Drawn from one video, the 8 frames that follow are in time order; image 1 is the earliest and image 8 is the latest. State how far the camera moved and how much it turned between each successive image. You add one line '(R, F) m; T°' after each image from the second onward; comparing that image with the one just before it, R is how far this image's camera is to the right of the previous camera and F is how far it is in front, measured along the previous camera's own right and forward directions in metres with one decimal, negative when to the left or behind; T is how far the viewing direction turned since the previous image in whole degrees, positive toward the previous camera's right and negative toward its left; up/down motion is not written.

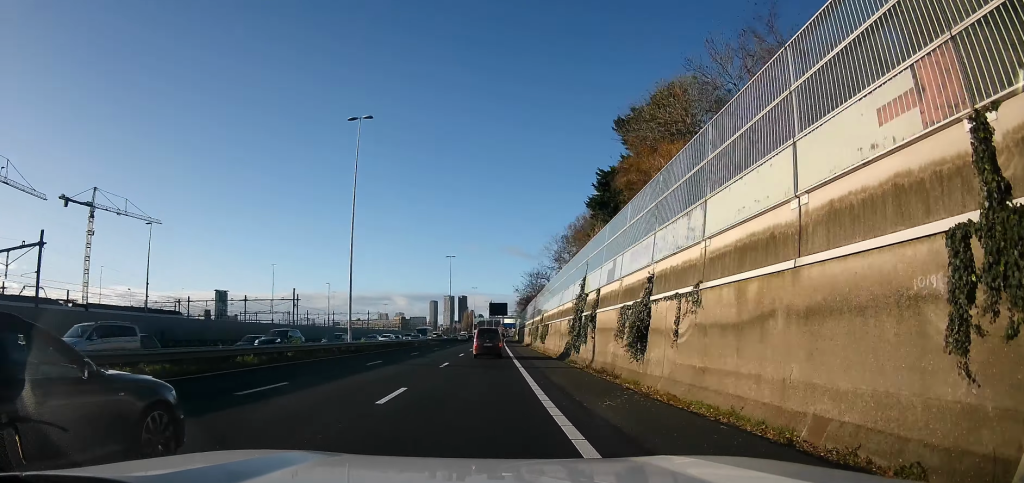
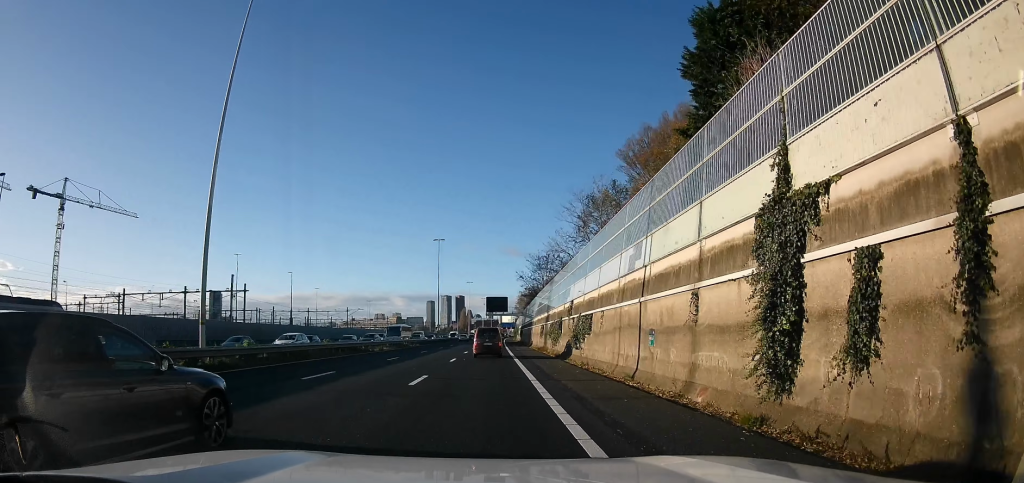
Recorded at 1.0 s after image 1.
(-0.2, +19.5) m; +2°
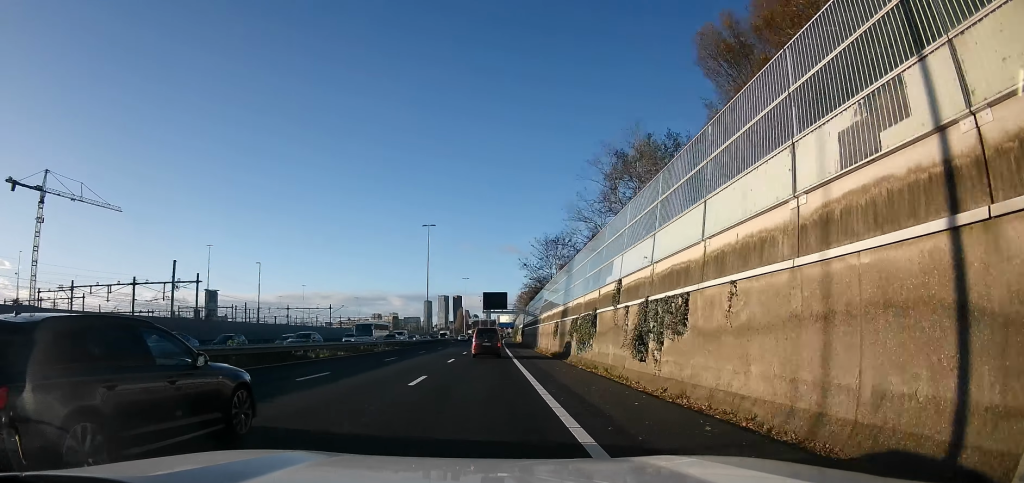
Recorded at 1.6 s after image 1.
(+0.1, +12.1) m; +1°
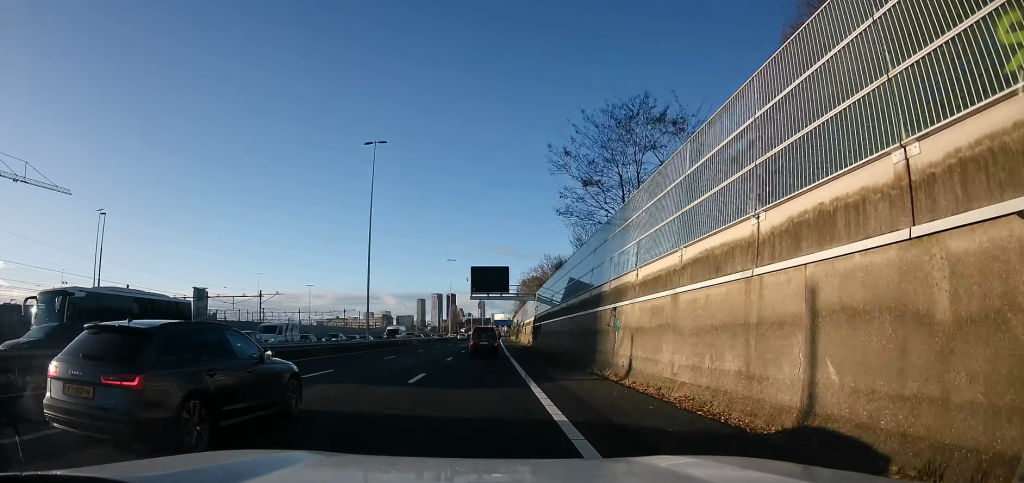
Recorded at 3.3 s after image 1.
(-0.3, +34.7) m; -1°
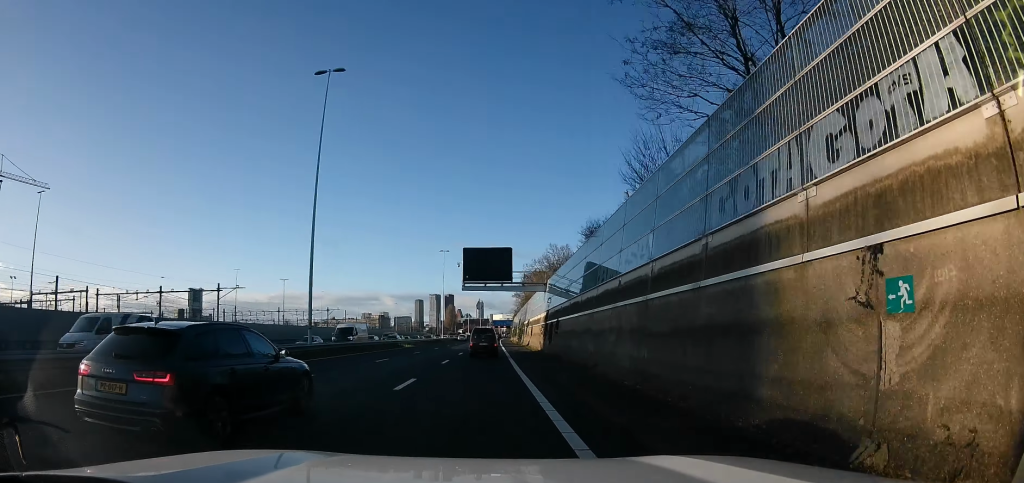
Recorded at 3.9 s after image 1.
(+0.4, +13.9) m; 0°
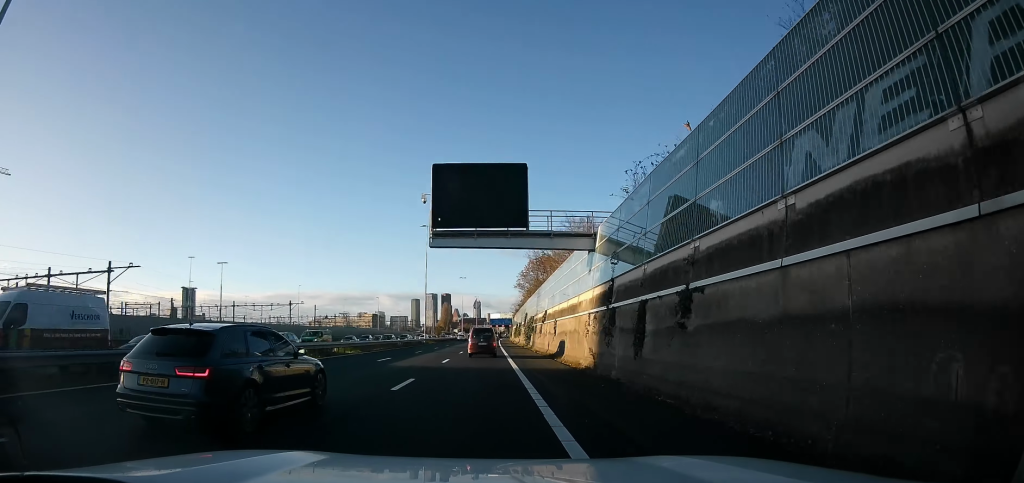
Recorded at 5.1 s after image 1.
(-0.3, +23.5) m; +1°
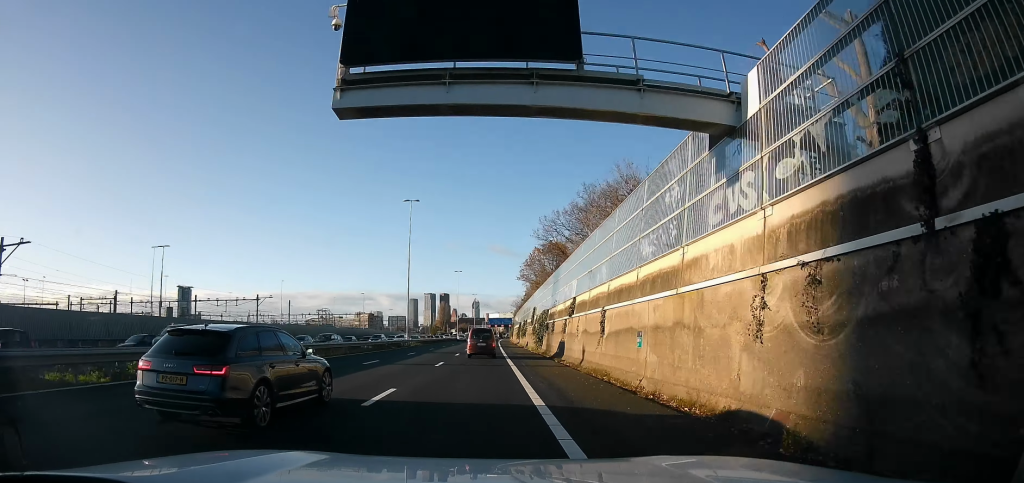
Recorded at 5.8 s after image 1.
(+0.4, +15.4) m; +1°
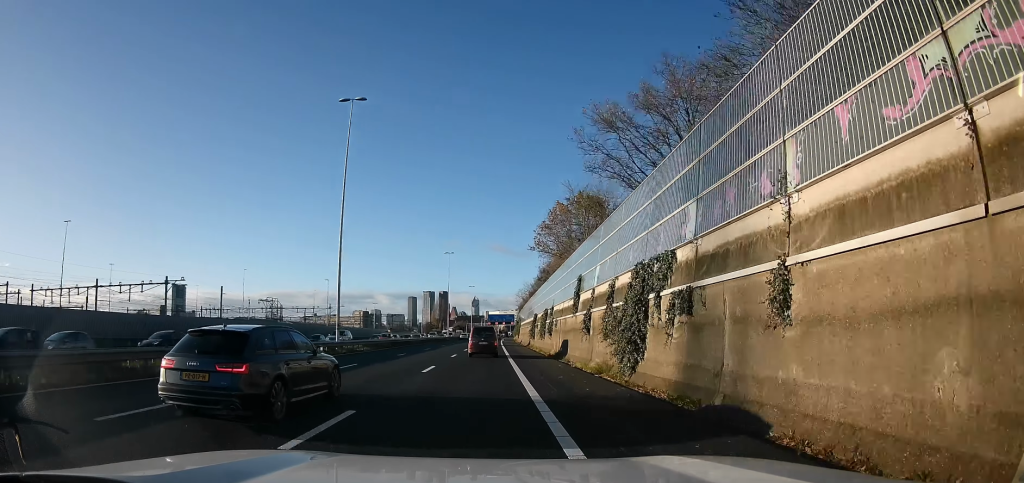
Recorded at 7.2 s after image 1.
(+0.4, +29.1) m; -2°
